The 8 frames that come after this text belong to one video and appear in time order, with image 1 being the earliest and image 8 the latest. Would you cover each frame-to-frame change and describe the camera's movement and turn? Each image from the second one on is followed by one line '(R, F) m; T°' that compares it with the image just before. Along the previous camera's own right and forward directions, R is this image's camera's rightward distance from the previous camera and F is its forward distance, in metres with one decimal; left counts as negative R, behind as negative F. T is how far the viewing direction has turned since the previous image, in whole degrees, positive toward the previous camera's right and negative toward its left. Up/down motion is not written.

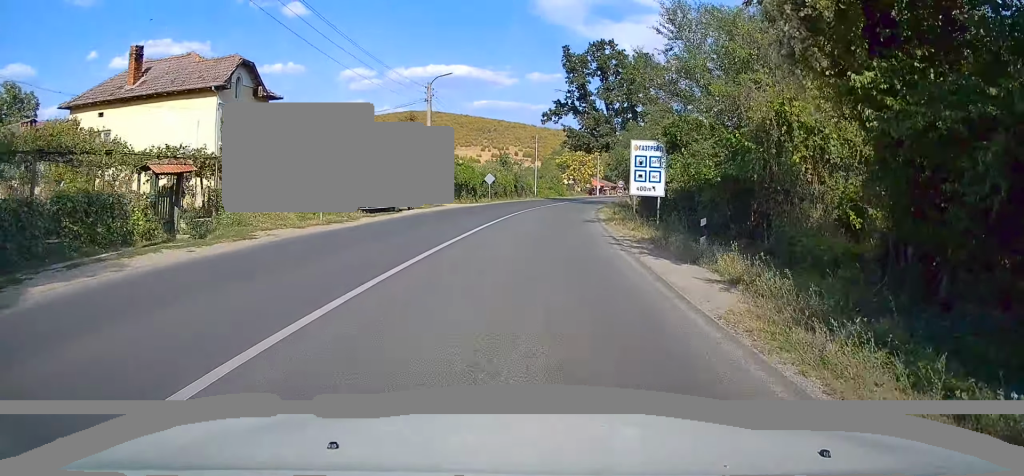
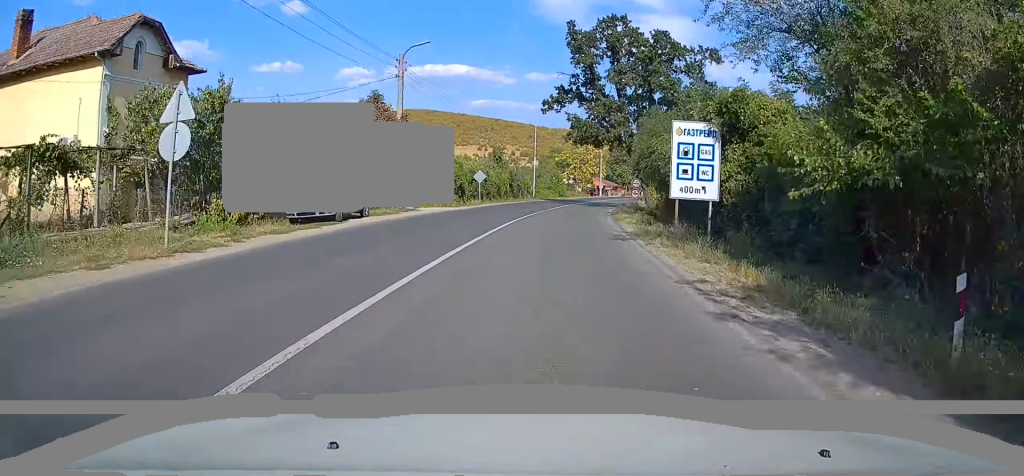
(0.0, +8.7) m; 0°
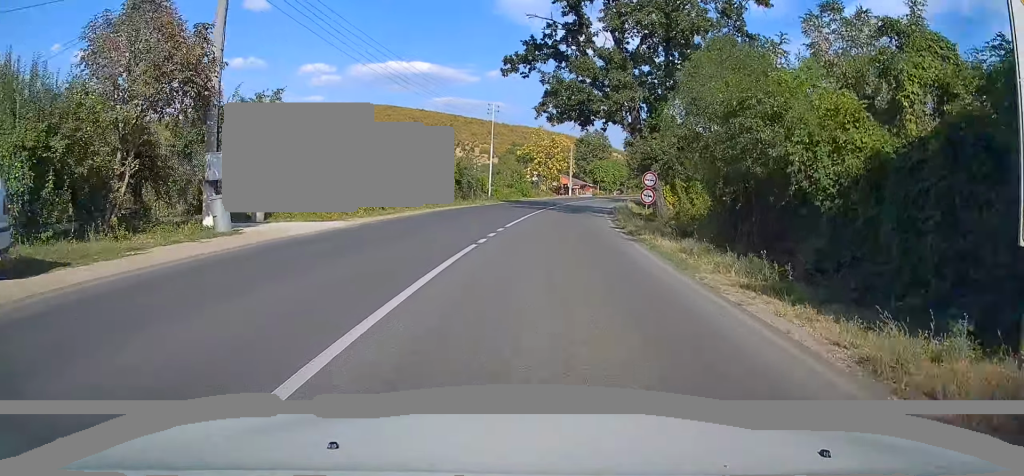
(+0.3, +16.6) m; +3°
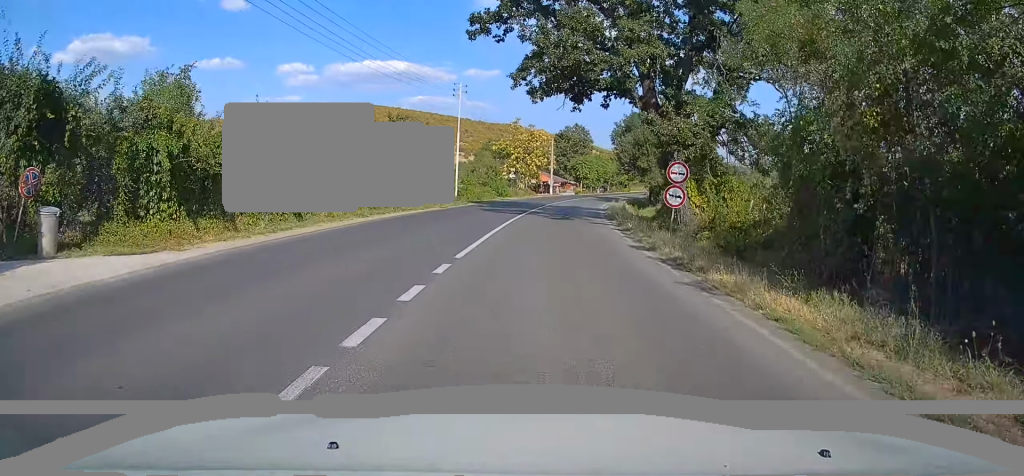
(+0.1, +8.9) m; +2°
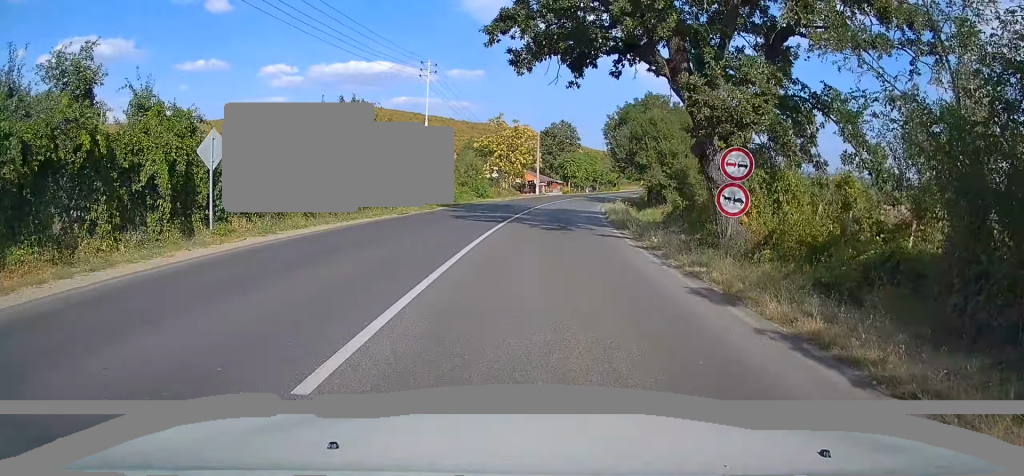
(+0.2, +6.9) m; +2°
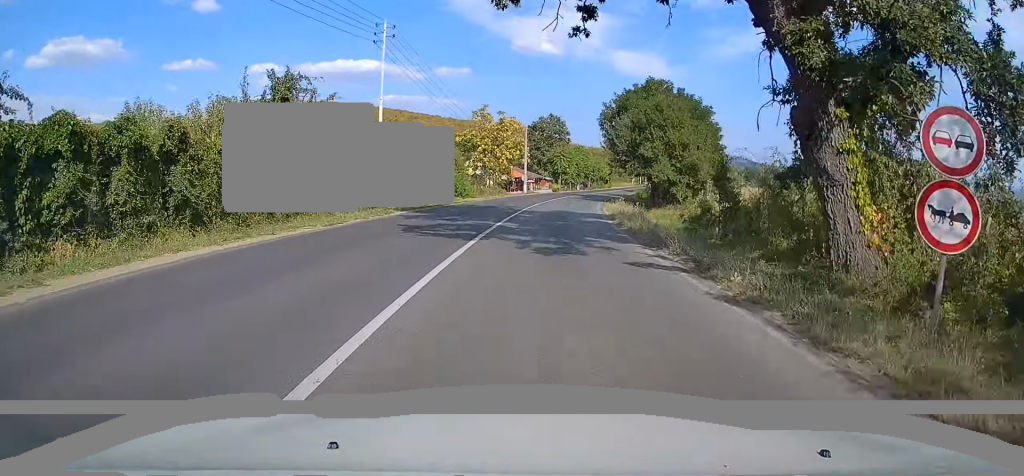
(+0.1, +7.4) m; +2°
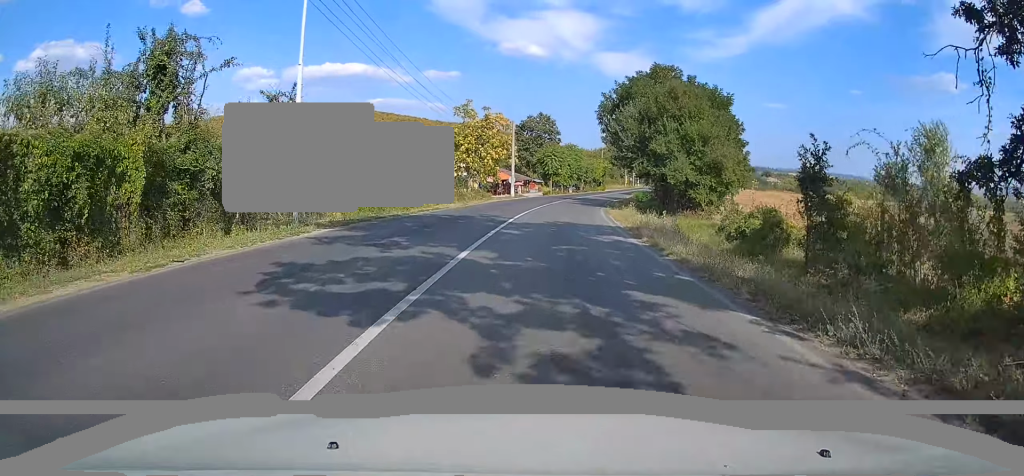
(+0.2, +7.9) m; +1°
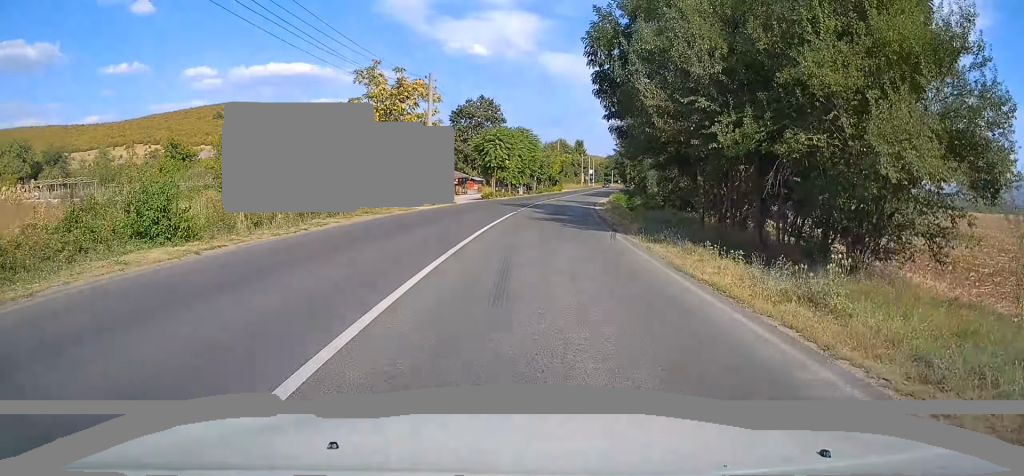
(+0.5, +25.5) m; +4°
